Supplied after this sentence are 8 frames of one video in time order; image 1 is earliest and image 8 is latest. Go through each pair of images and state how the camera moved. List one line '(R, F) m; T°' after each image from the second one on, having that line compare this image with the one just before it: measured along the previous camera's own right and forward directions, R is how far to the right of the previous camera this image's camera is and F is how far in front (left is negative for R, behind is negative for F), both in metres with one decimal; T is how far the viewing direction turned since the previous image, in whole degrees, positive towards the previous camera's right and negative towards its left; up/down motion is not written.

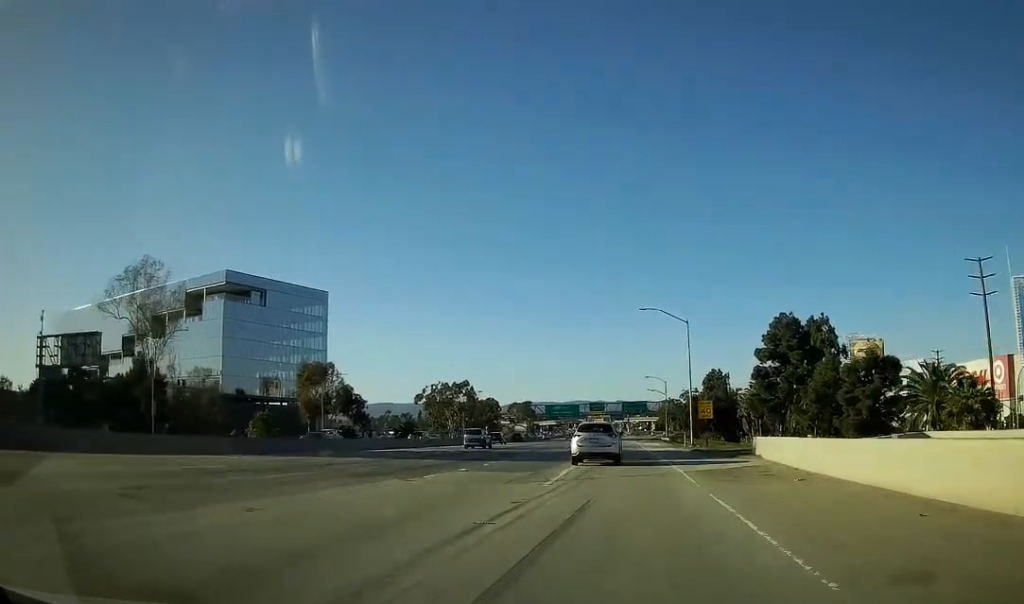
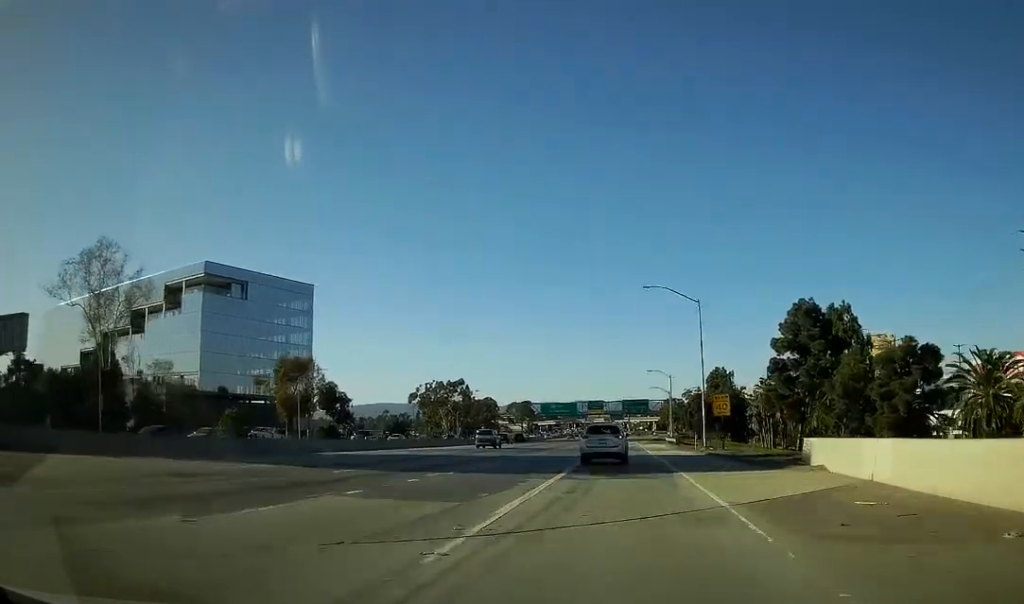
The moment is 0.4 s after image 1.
(-0.1, +11.2) m; 0°
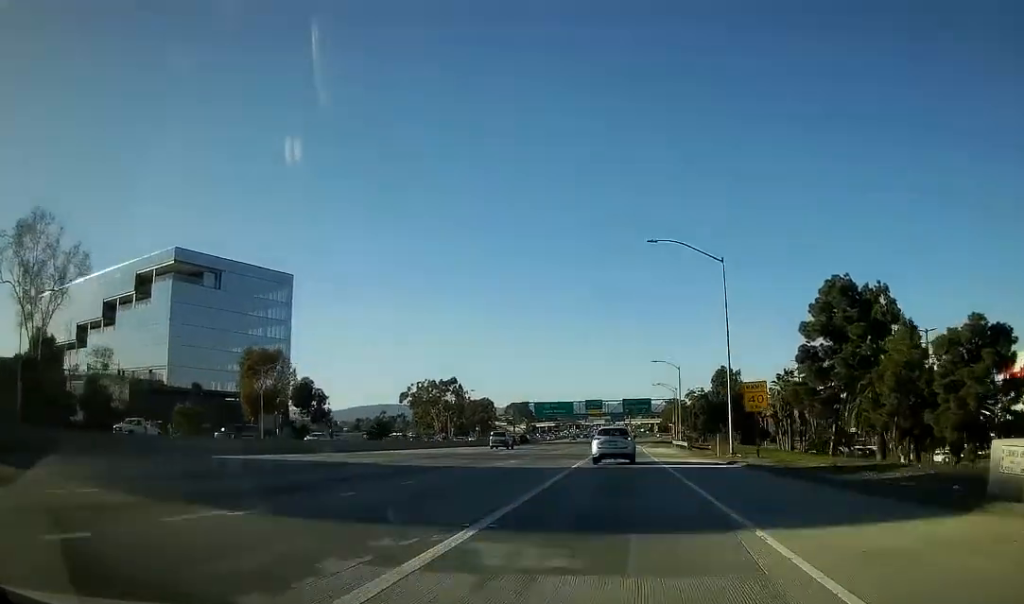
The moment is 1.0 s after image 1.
(+0.2, +13.6) m; +1°
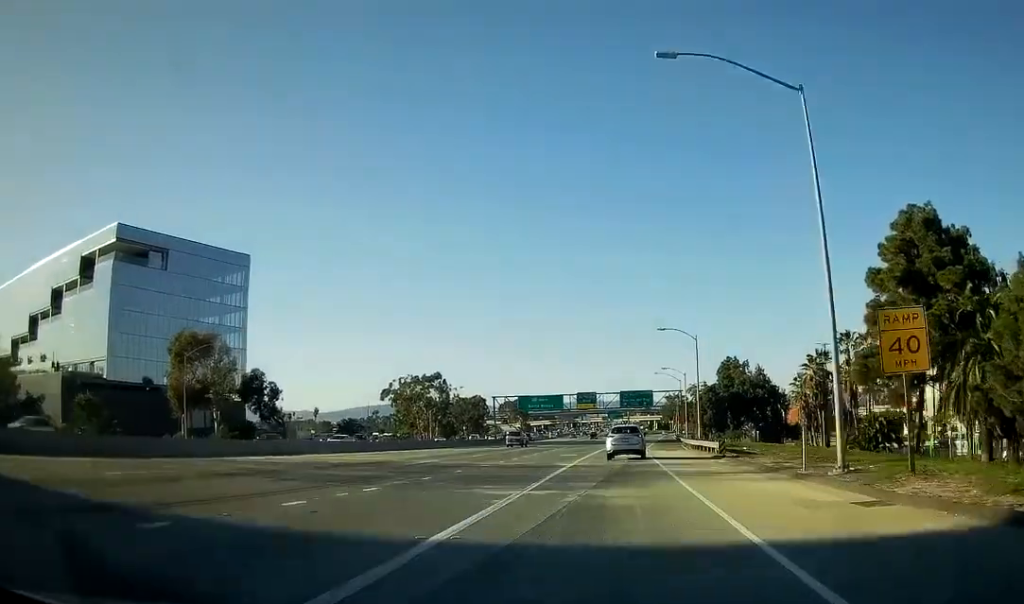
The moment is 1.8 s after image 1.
(+0.1, +22.0) m; 0°
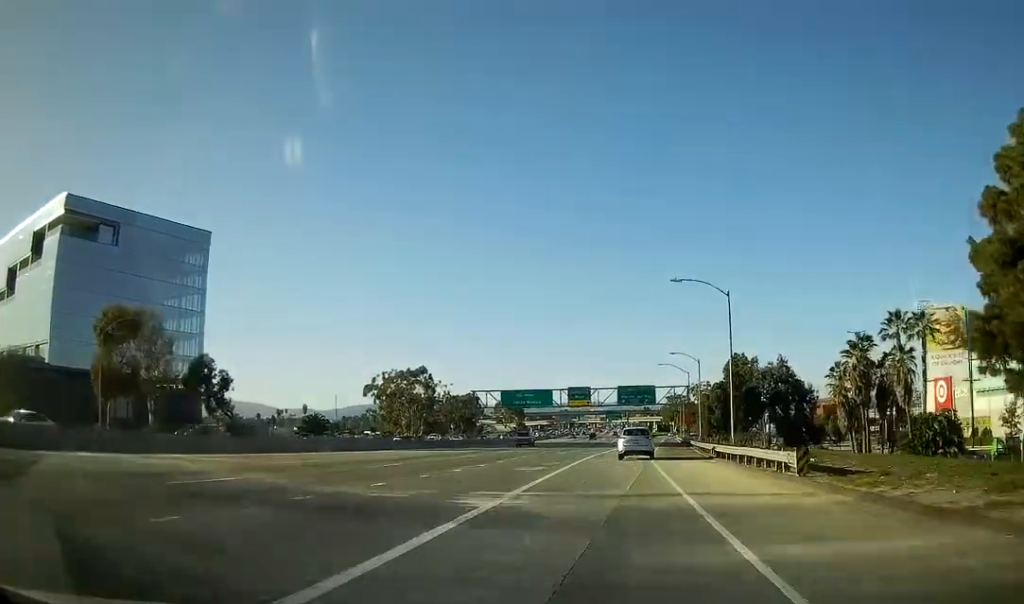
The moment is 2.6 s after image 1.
(0.0, +18.5) m; 0°
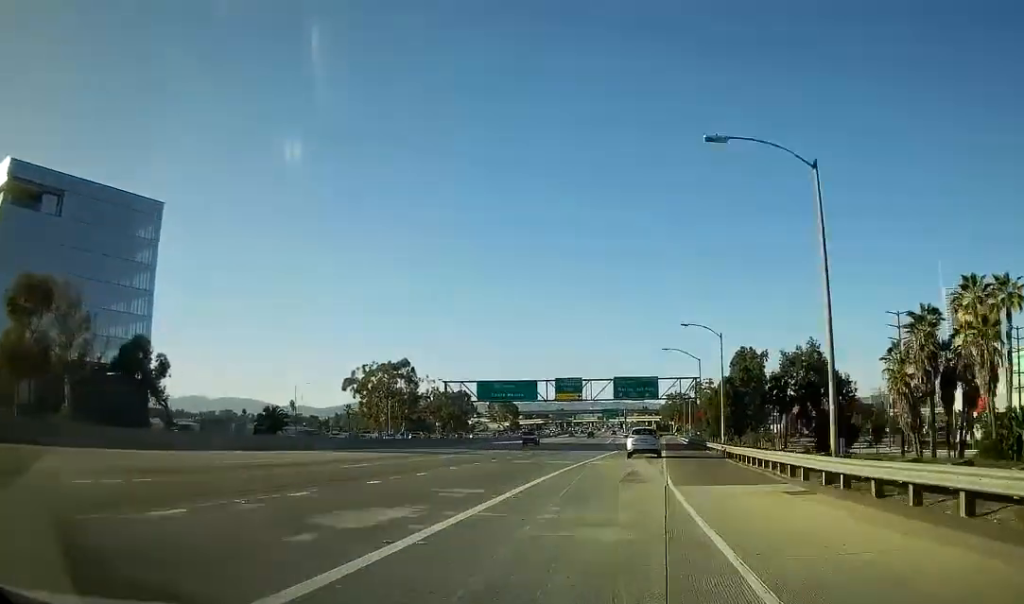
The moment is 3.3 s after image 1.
(-0.1, +17.6) m; 0°
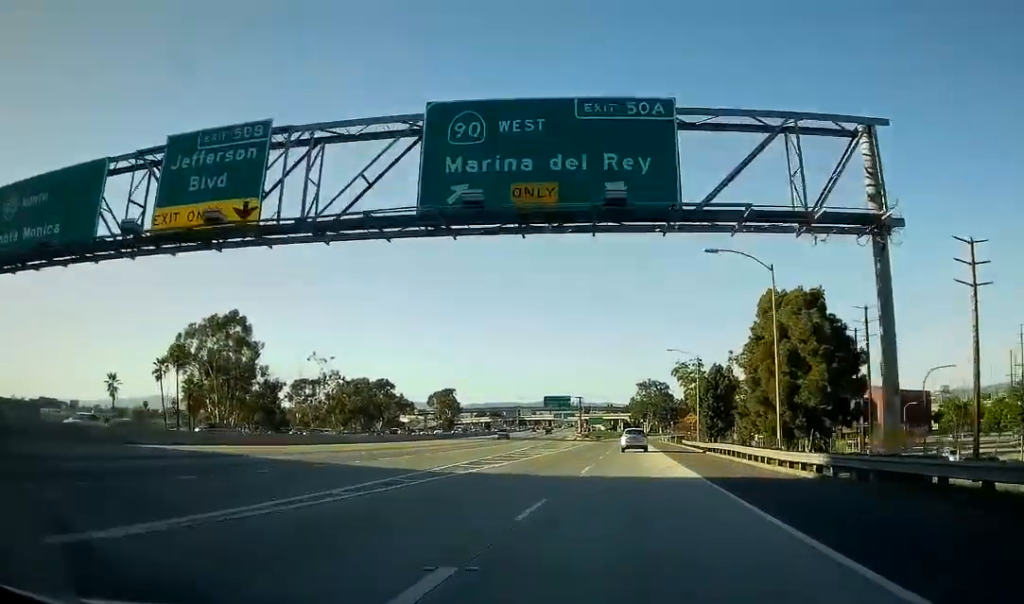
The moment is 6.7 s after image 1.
(+2.2, +86.5) m; +2°
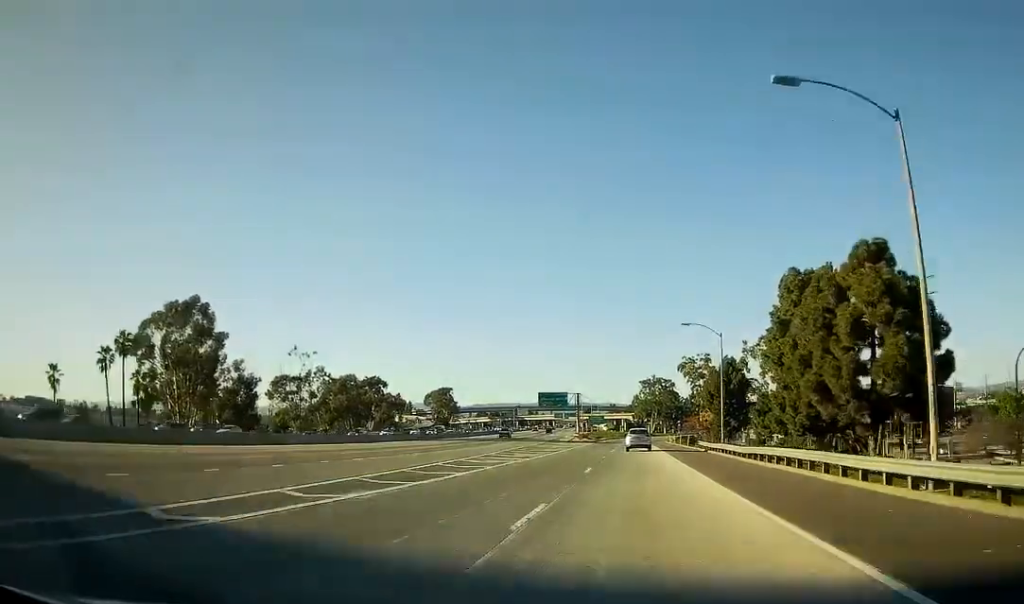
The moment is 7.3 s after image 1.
(-0.3, +16.1) m; 0°
